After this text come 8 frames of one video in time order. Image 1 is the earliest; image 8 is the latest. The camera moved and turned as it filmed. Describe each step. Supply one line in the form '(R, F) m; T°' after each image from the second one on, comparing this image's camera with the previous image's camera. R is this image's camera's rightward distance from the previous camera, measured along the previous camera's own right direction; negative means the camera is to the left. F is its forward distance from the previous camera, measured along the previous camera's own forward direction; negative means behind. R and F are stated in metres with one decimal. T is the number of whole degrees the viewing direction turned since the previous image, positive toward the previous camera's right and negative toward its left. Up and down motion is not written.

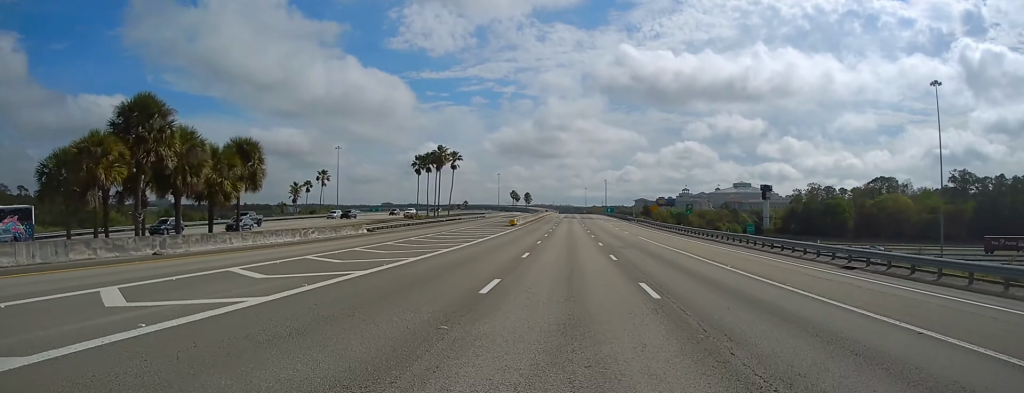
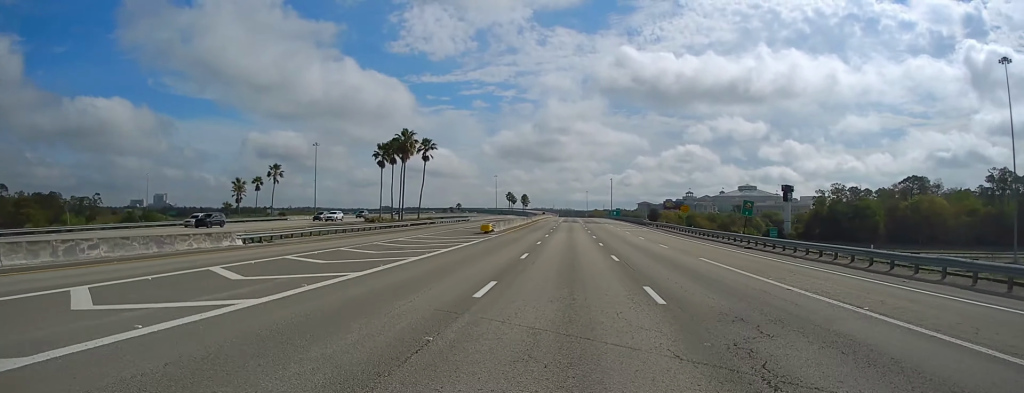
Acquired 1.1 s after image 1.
(-0.2, +24.7) m; 0°
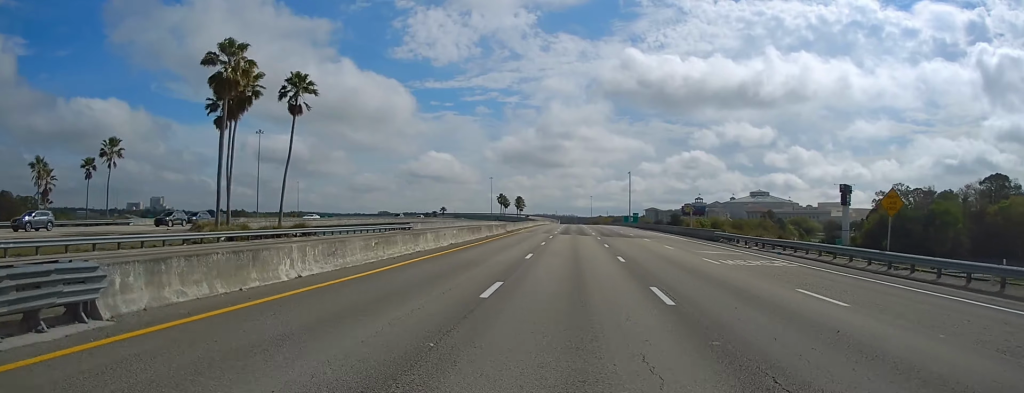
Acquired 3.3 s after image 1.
(+0.3, +48.3) m; 0°
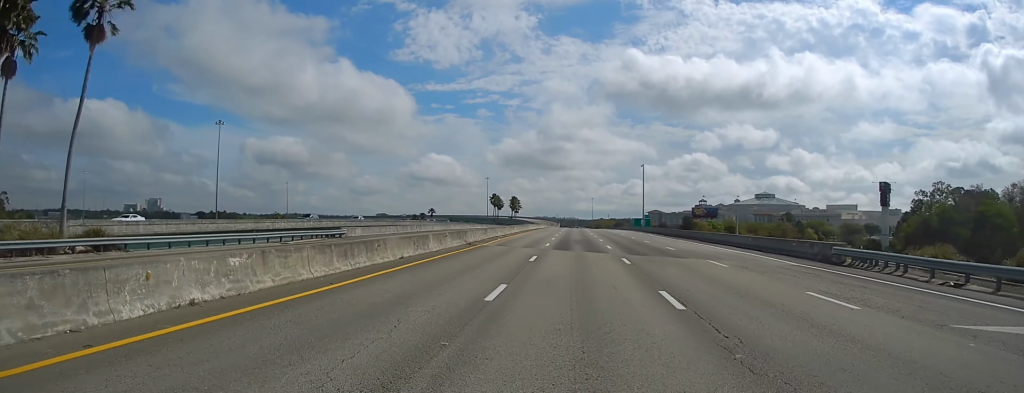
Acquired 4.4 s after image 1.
(0.0, +24.3) m; 0°
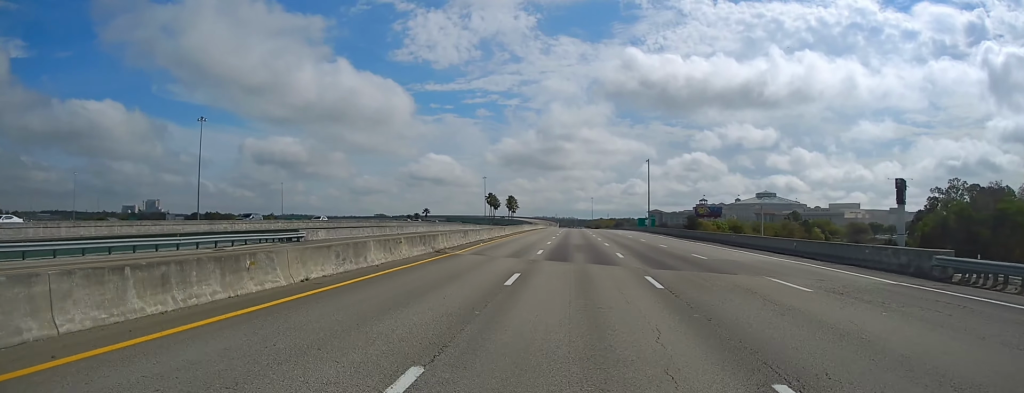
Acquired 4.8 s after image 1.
(+0.1, +8.8) m; 0°
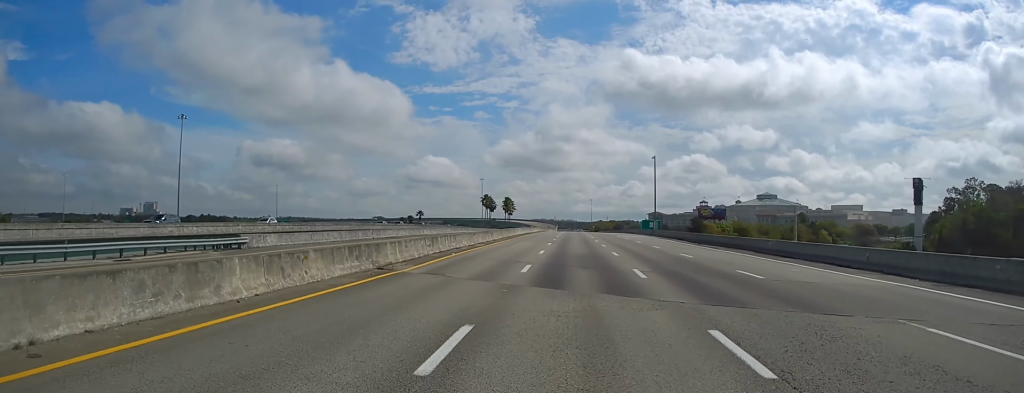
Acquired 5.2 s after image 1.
(-0.1, +8.8) m; 0°
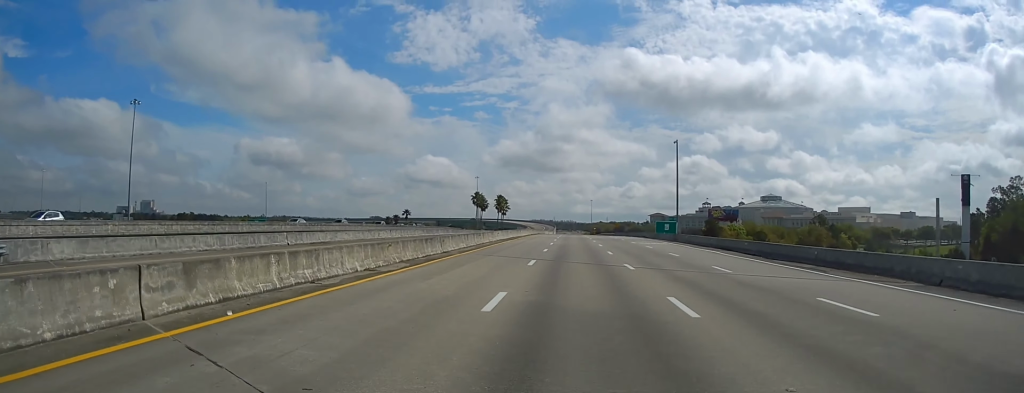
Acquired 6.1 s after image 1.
(-0.1, +19.8) m; 0°
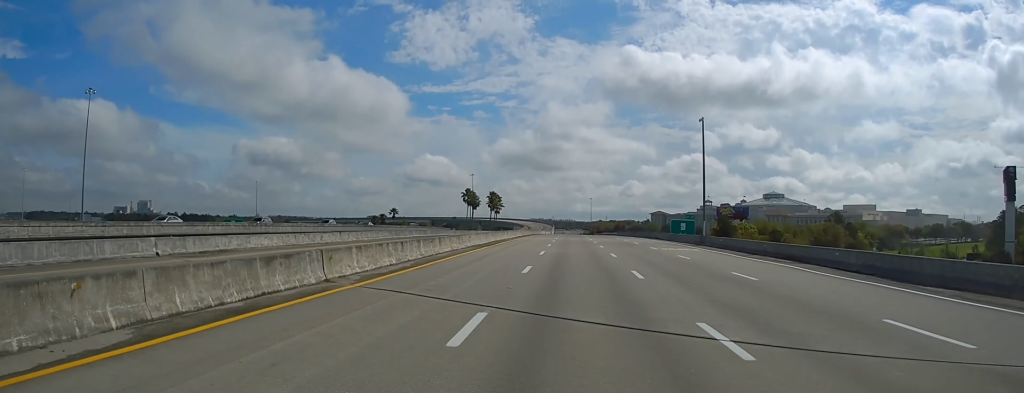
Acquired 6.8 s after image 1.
(0.0, +15.5) m; 0°
